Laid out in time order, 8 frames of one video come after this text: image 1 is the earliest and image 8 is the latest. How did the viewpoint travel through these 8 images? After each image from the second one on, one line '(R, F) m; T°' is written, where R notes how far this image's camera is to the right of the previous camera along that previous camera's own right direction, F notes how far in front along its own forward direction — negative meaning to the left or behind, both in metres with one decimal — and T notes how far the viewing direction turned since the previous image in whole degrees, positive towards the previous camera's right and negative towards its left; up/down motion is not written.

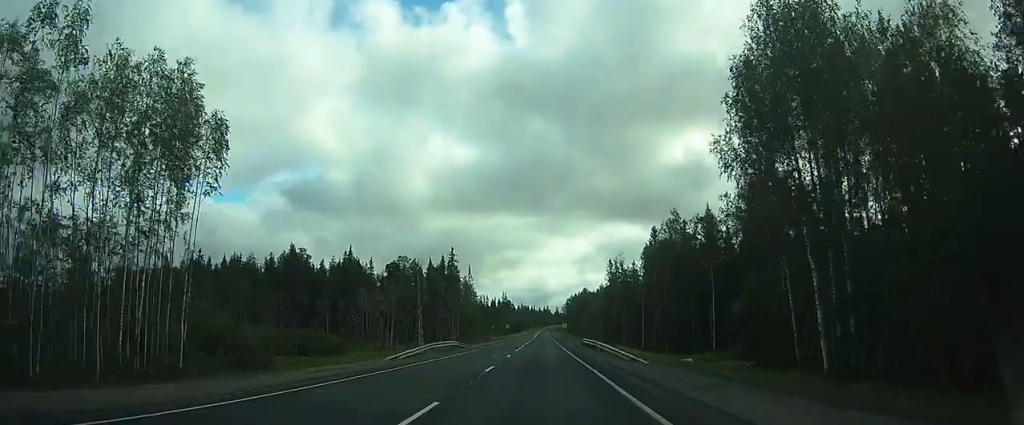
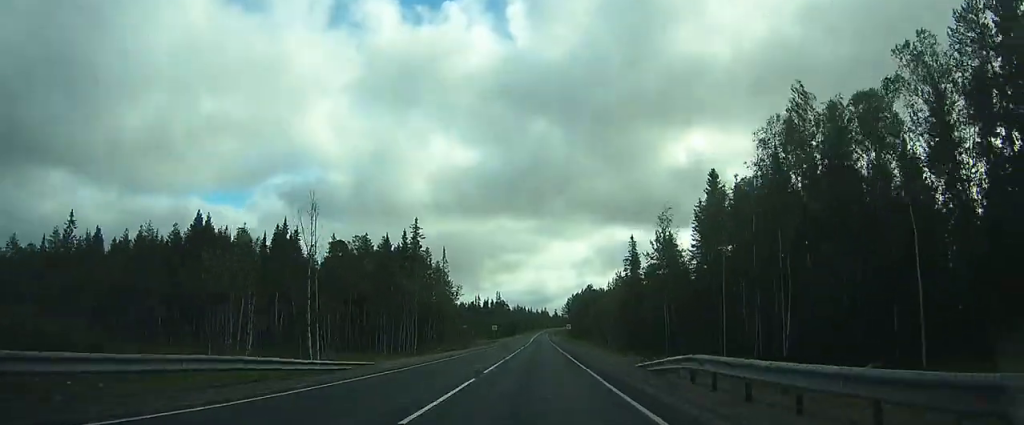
(-0.2, +33.5) m; 0°
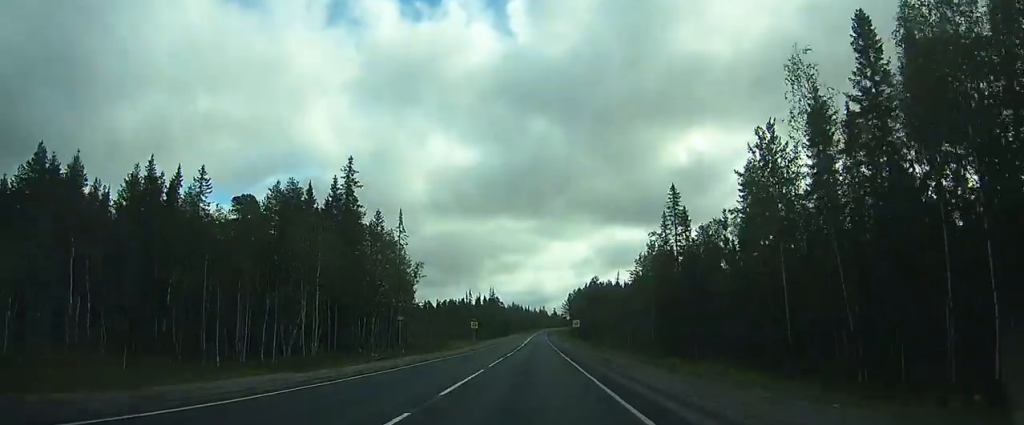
(0.0, +29.4) m; 0°
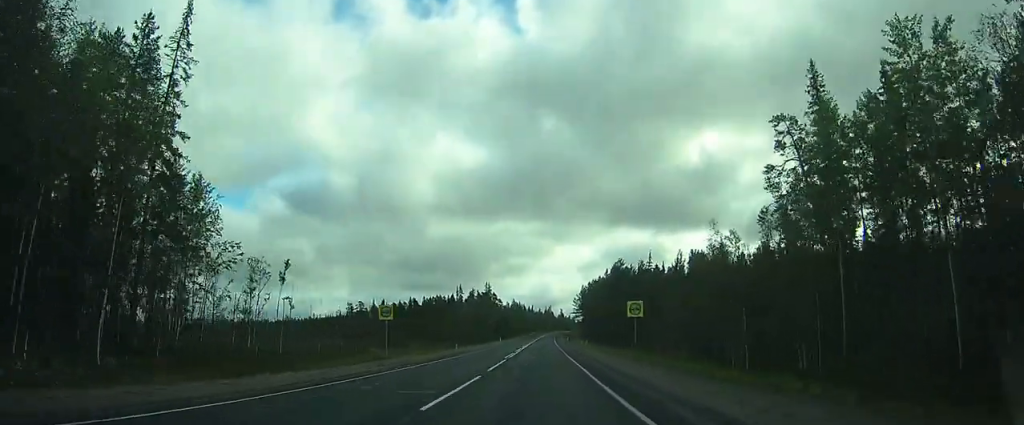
(+0.7, +42.3) m; +1°
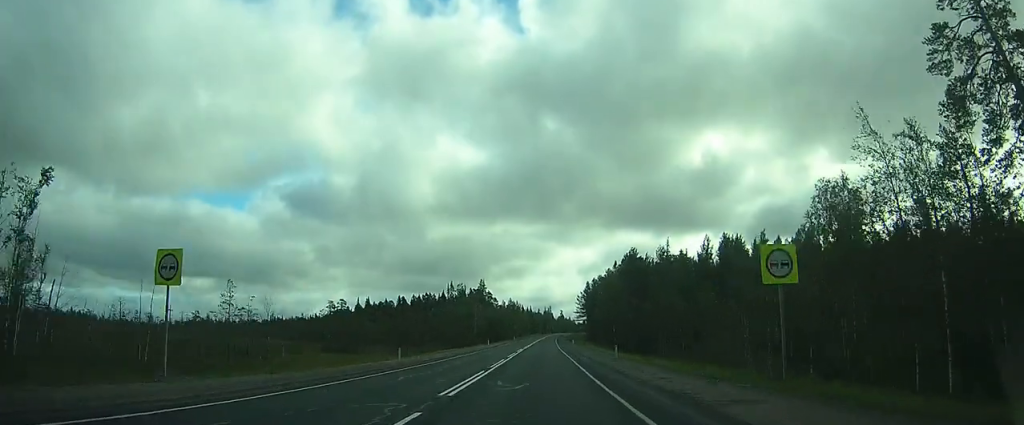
(0.0, +20.3) m; 0°
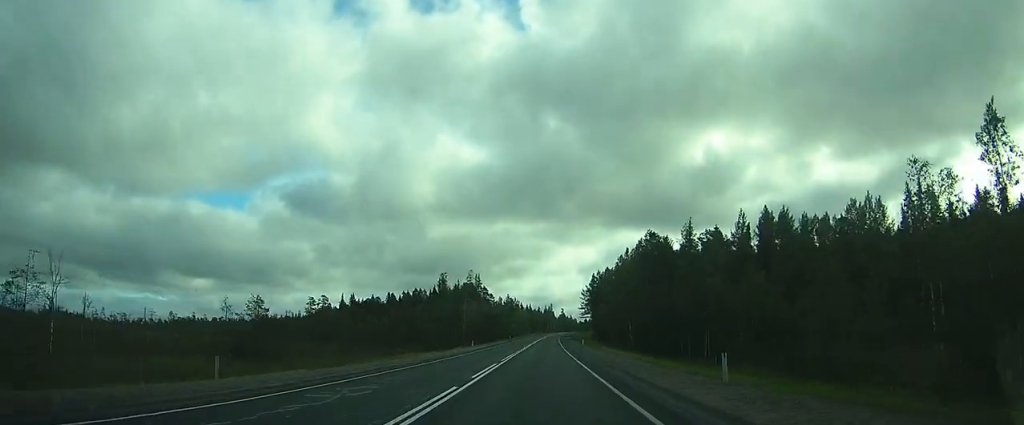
(0.0, +21.1) m; 0°
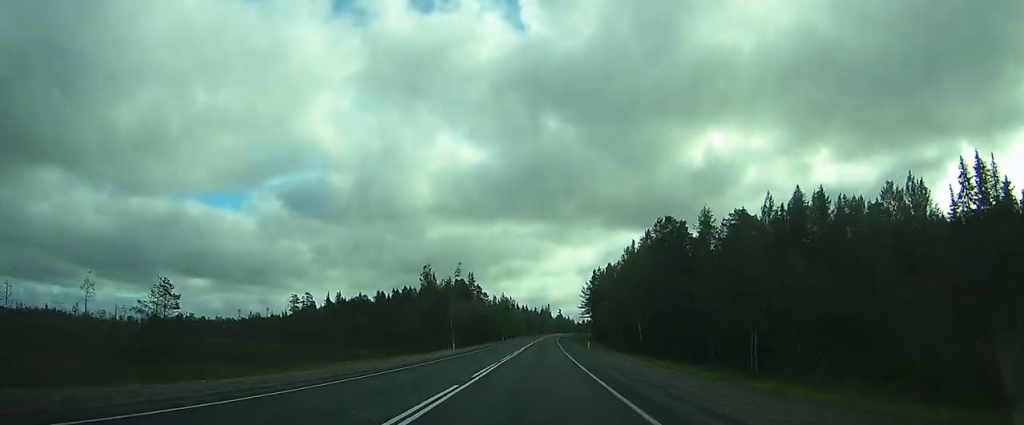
(0.0, +13.4) m; 0°
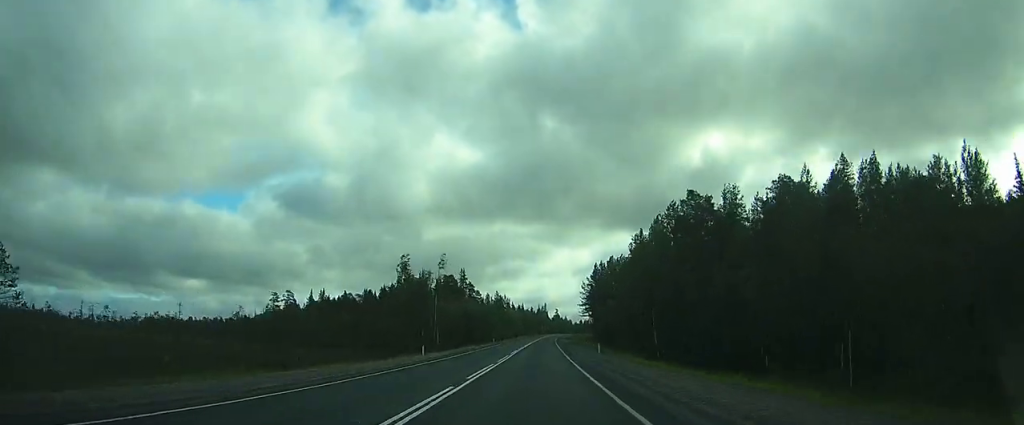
(0.0, +14.1) m; 0°
